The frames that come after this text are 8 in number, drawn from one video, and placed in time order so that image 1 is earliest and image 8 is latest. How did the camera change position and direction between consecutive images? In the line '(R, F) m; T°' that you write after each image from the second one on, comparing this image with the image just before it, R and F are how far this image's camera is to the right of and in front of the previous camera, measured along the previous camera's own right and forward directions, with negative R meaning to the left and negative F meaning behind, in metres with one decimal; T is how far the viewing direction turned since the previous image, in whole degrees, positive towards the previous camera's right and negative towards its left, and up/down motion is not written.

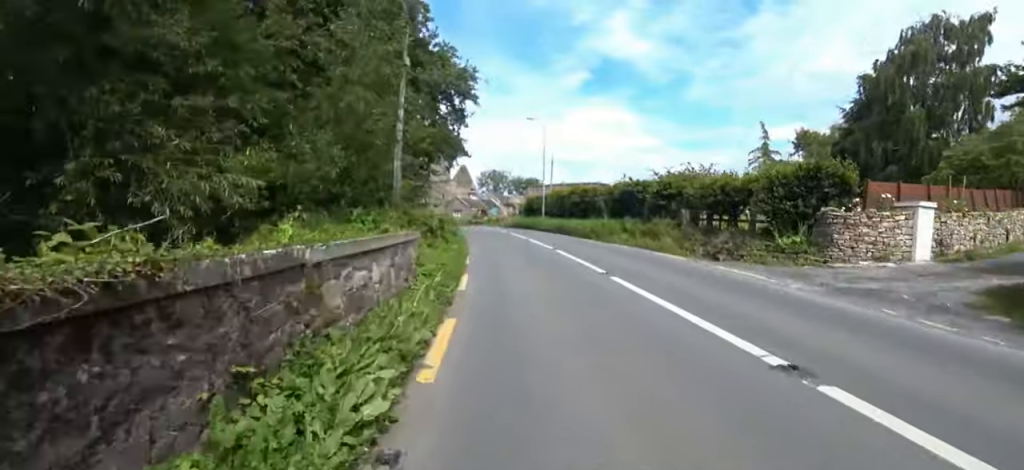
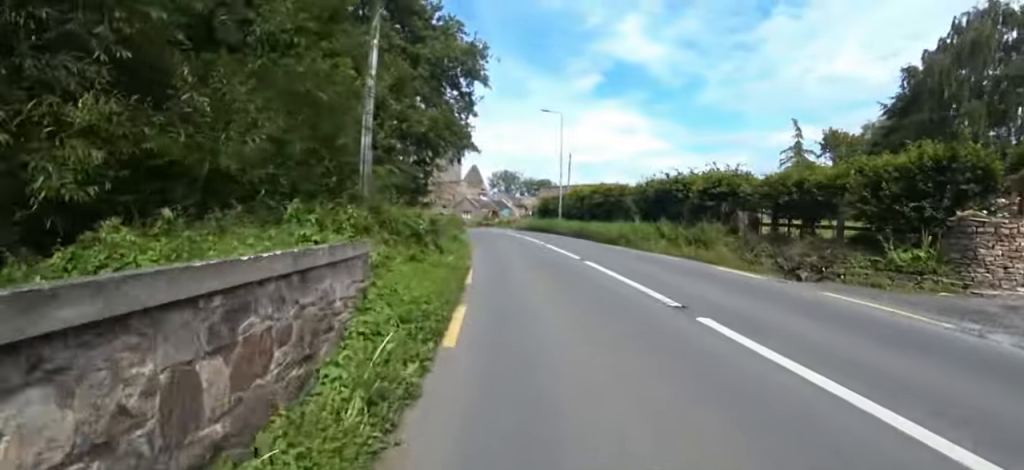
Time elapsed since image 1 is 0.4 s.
(-0.2, +3.1) m; -2°
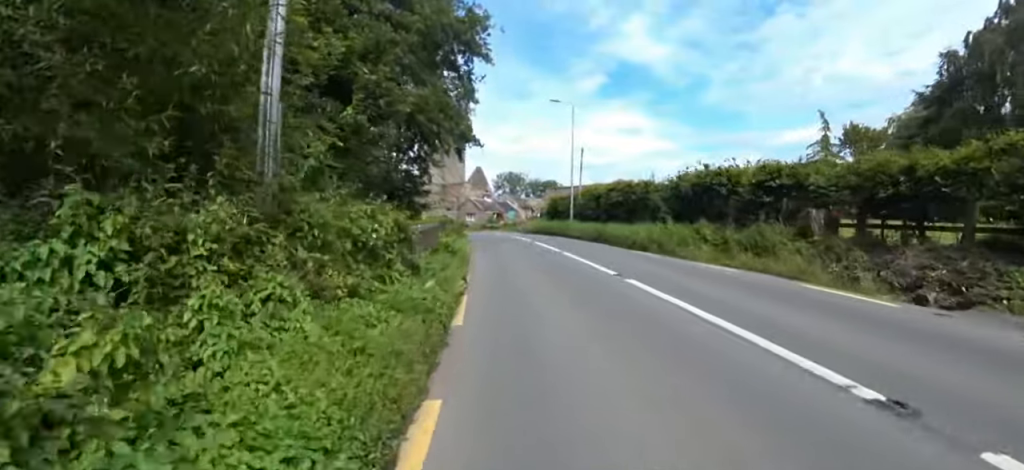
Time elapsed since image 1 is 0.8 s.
(-0.1, +3.0) m; -1°
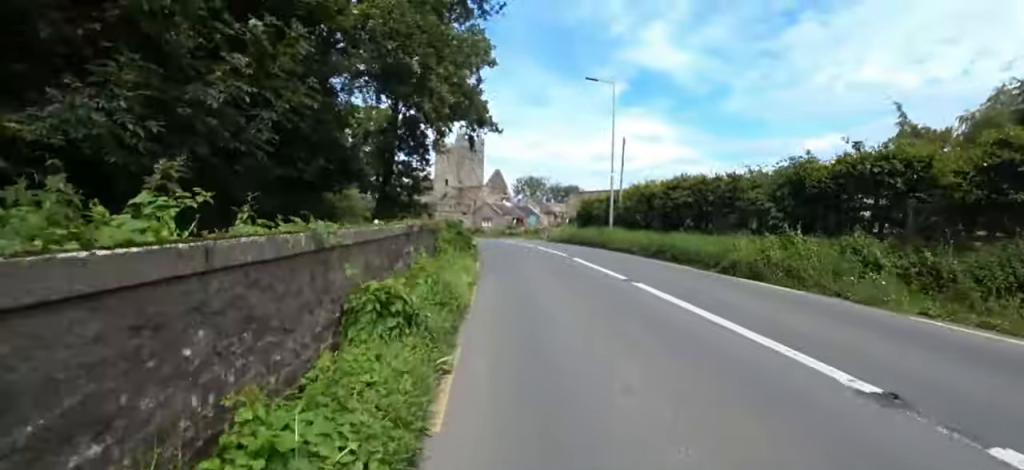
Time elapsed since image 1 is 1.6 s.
(0.0, +5.7) m; 0°
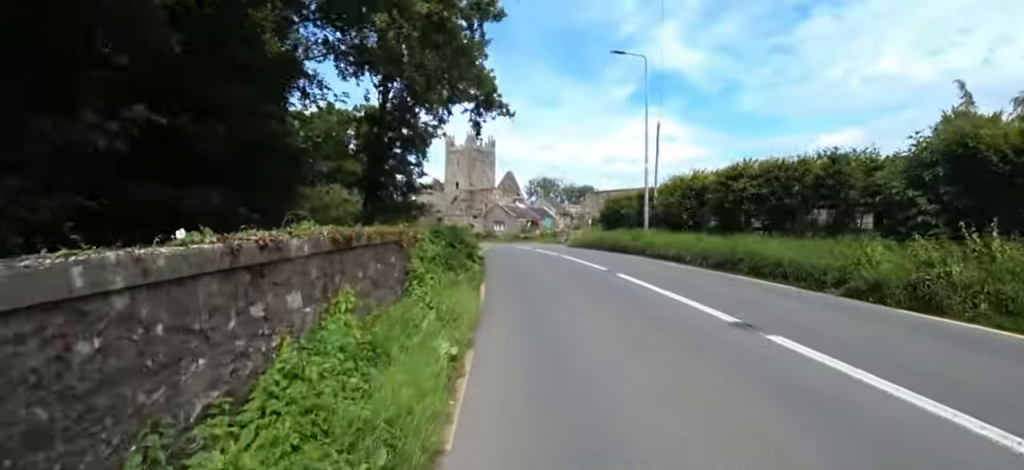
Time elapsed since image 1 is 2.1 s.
(0.0, +3.7) m; 0°
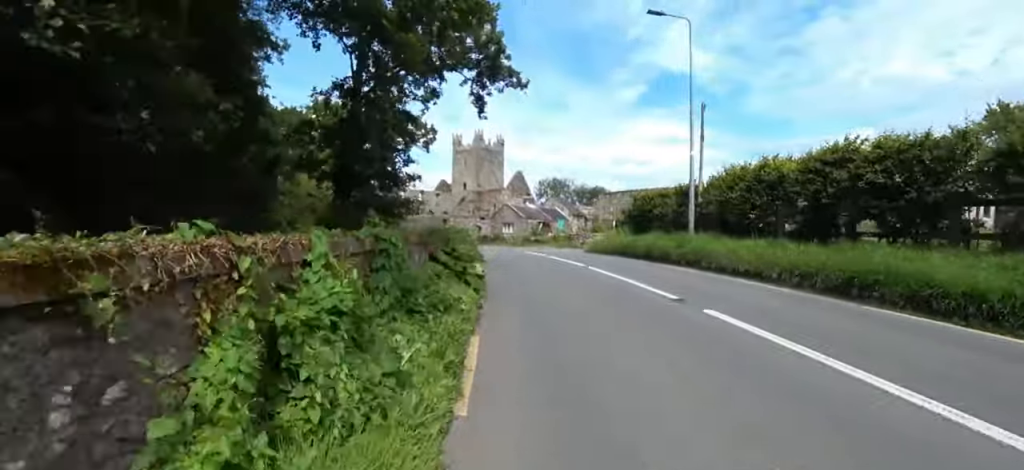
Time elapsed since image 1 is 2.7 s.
(0.0, +3.9) m; 0°
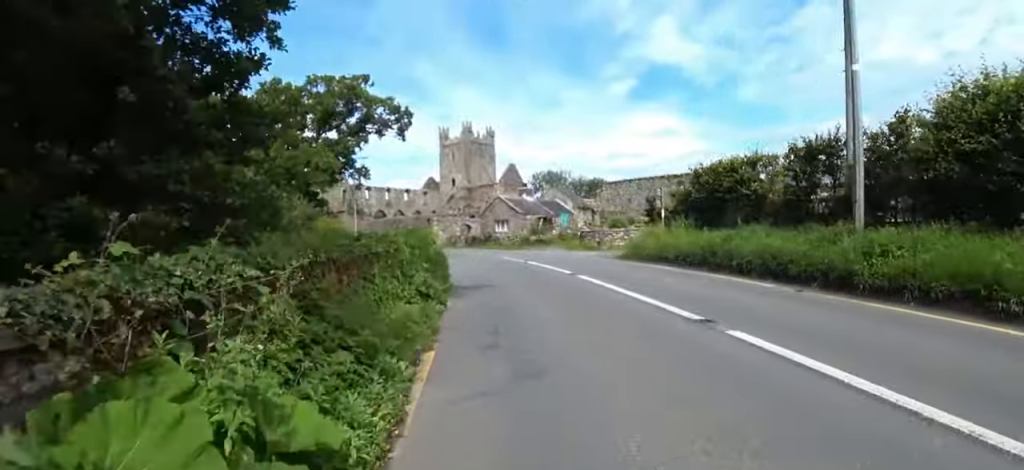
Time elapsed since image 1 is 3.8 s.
(-0.3, +8.0) m; -8°
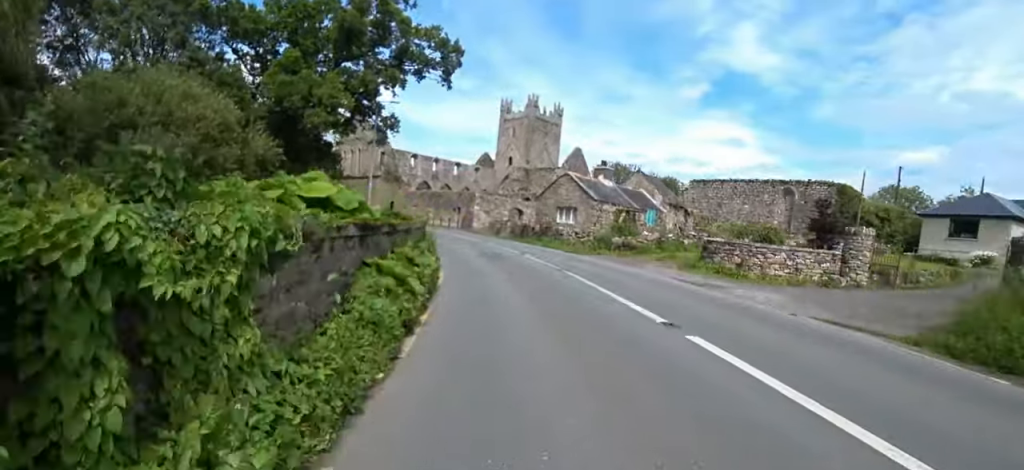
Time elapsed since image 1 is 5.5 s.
(-1.2, +10.9) m; -7°
